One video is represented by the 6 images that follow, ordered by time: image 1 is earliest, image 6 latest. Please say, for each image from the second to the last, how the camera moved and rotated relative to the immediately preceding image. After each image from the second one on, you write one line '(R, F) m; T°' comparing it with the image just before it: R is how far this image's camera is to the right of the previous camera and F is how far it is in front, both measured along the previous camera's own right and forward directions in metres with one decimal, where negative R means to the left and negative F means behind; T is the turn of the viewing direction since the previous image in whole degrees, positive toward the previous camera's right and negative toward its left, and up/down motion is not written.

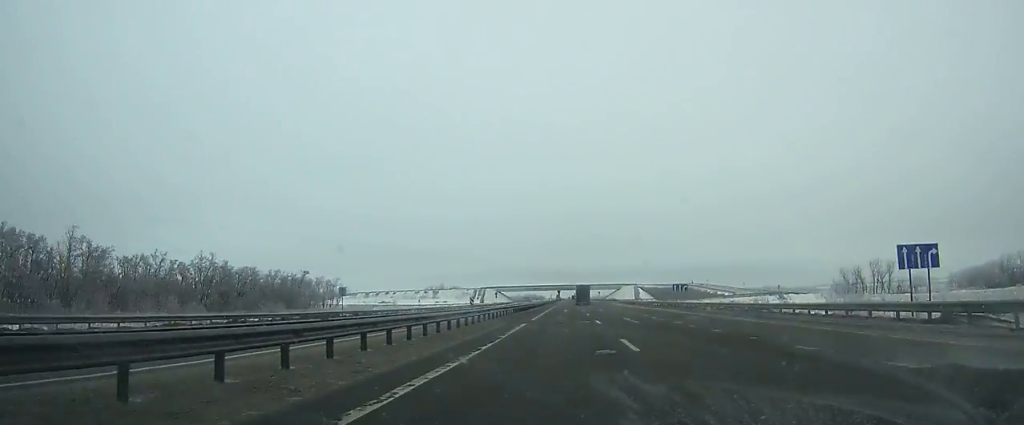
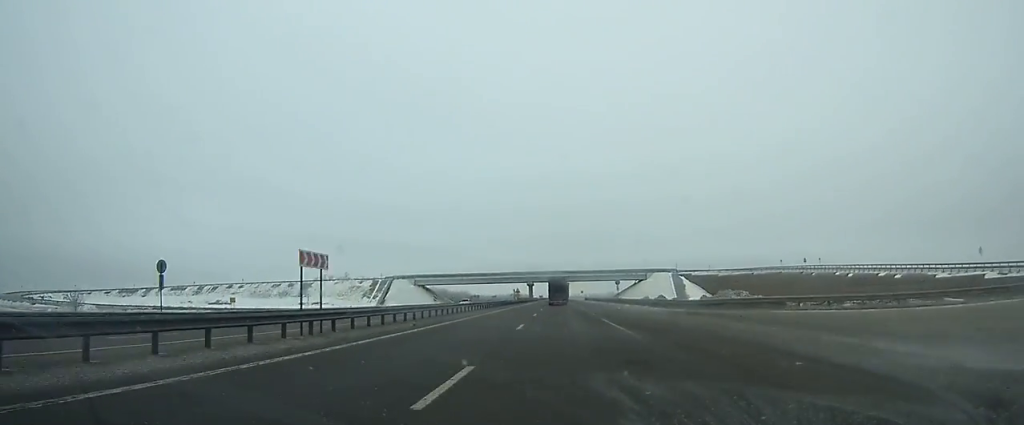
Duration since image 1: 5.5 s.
(-0.2, +158.3) m; -1°
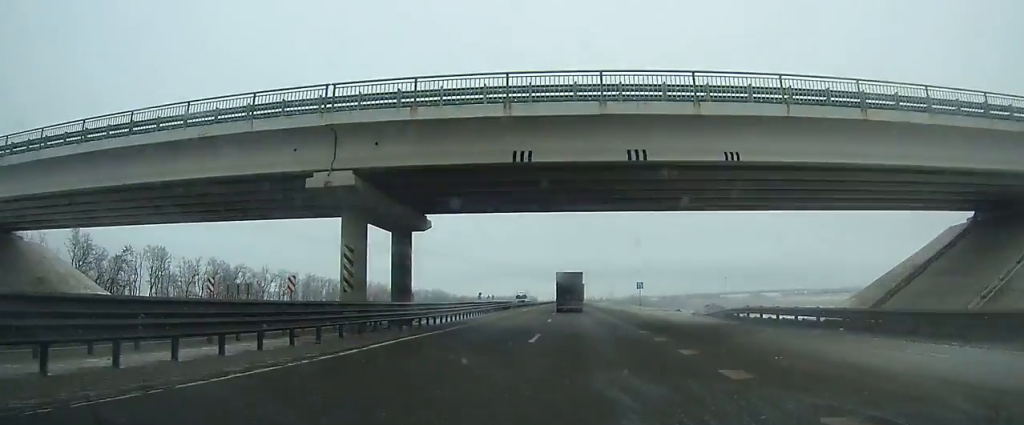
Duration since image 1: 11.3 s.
(-0.7, +152.6) m; -1°
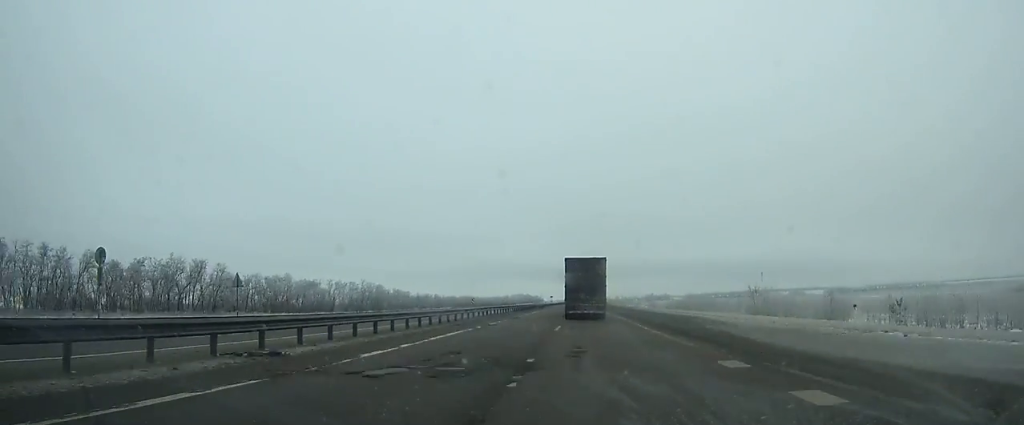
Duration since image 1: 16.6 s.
(-1.0, +136.9) m; -1°
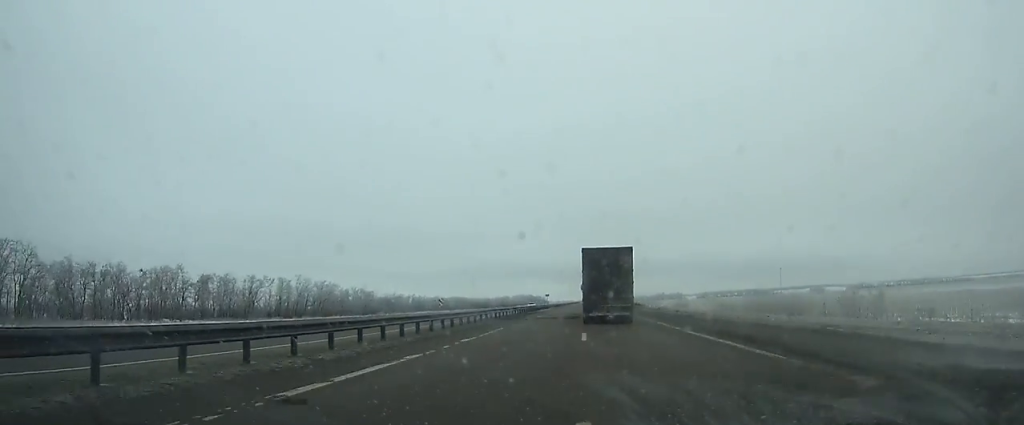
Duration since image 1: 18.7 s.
(-0.2, +55.2) m; 0°
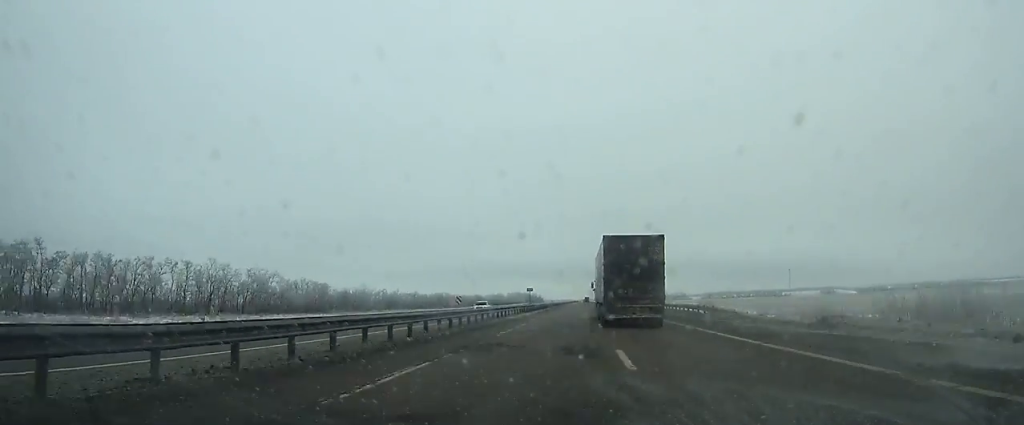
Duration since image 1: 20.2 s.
(+0.1, +39.8) m; 0°
